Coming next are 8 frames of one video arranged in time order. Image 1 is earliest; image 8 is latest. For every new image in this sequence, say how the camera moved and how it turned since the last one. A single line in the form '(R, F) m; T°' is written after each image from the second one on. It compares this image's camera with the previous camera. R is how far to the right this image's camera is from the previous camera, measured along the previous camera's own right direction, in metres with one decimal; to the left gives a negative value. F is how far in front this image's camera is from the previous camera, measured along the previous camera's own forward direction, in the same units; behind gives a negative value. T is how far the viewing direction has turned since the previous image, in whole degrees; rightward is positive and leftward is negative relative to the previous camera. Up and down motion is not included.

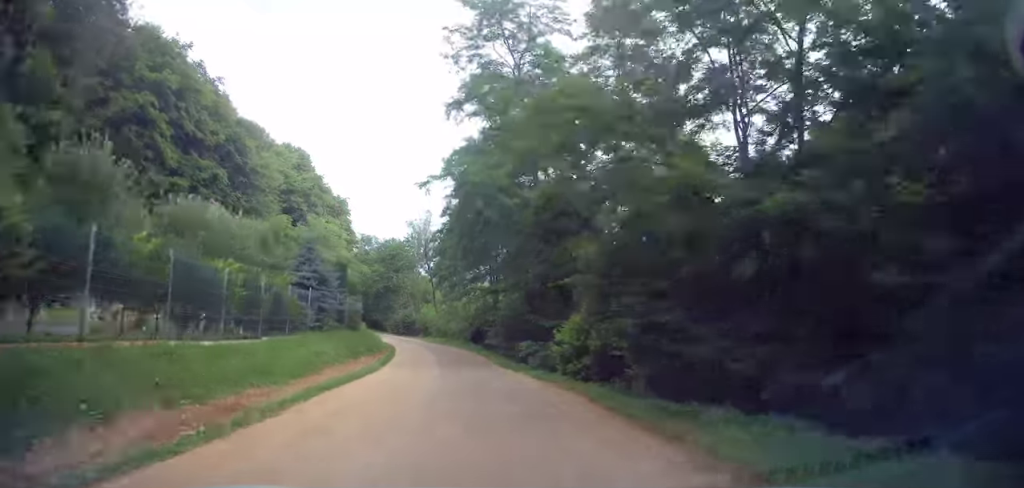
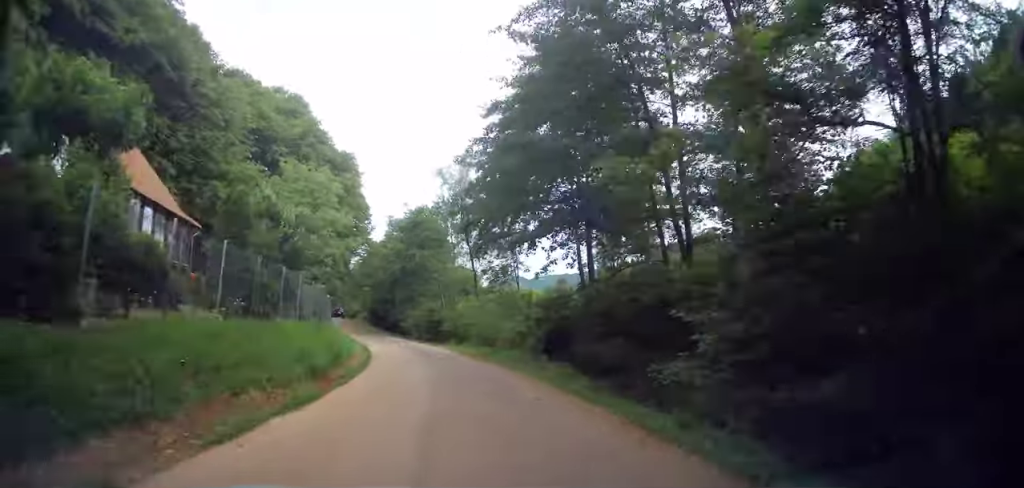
(-1.1, +24.6) m; -5°
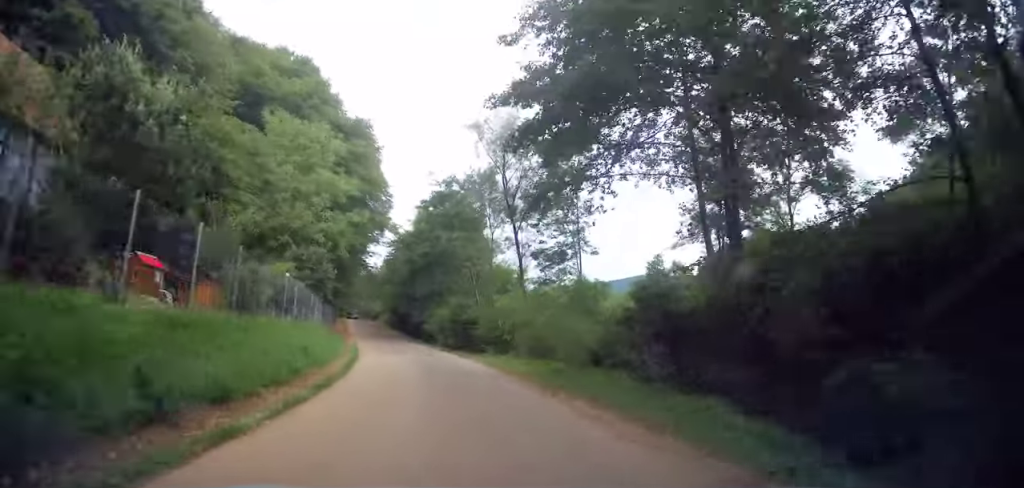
(-0.3, +11.6) m; -3°
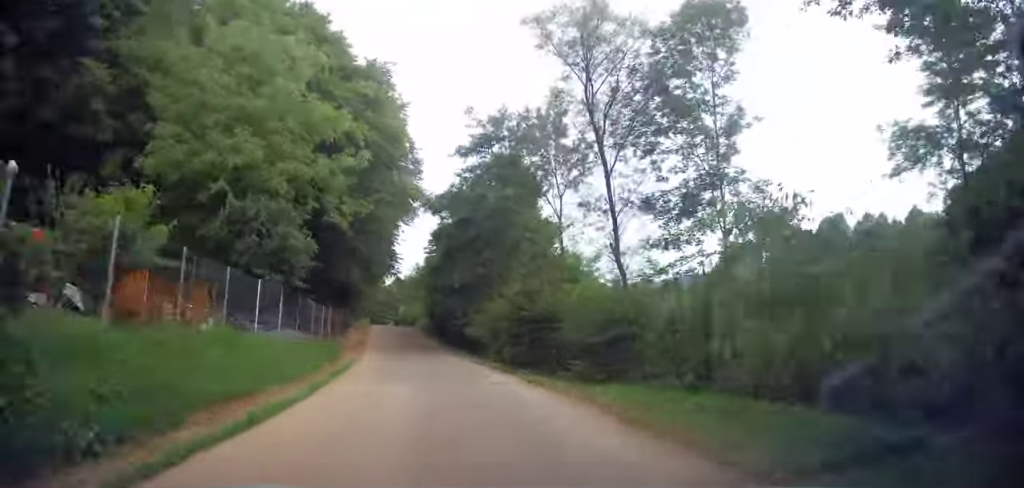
(-0.4, +13.2) m; -5°
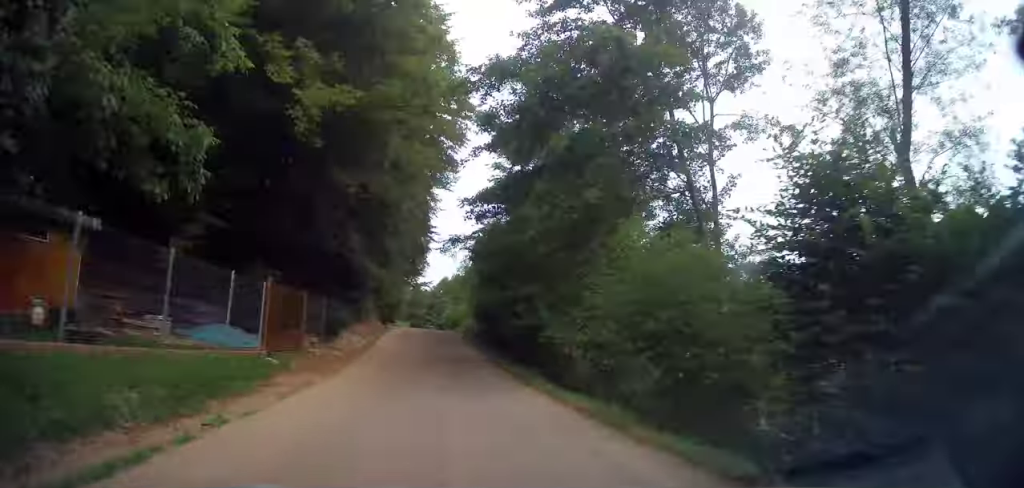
(-0.8, +14.0) m; -6°
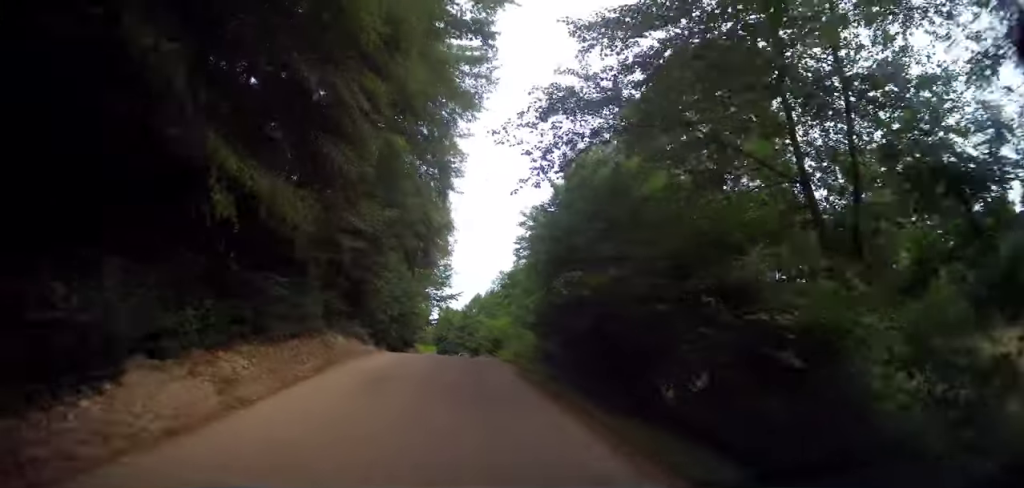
(-0.9, +16.5) m; -4°
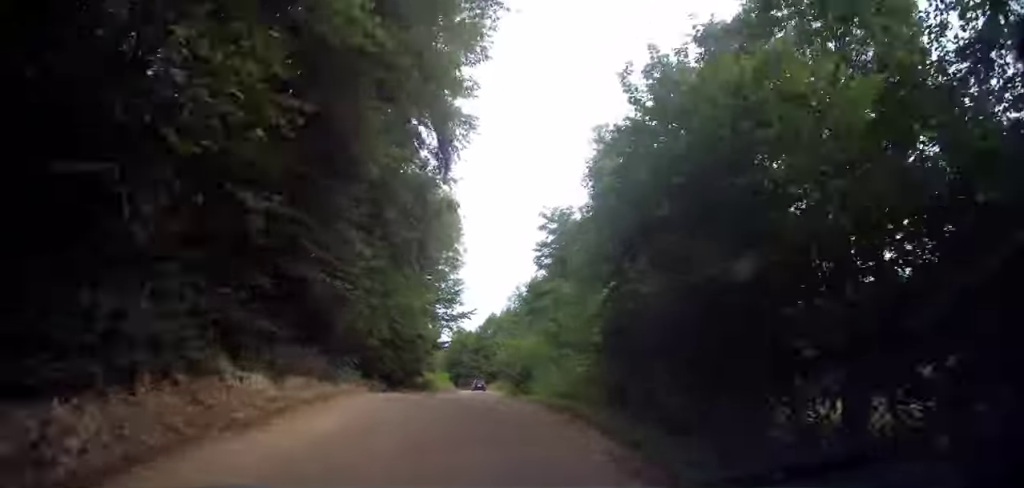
(+0.1, +8.4) m; -1°
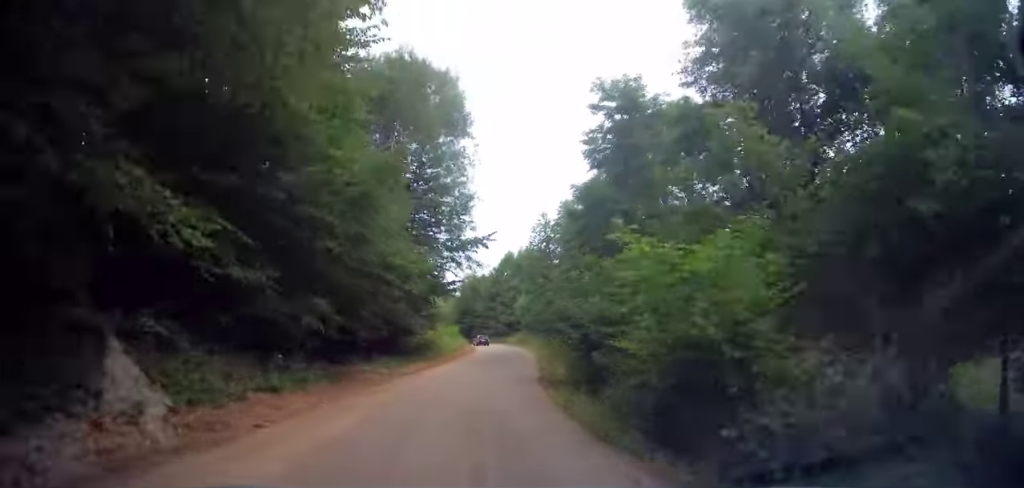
(-0.4, +17.4) m; 0°
